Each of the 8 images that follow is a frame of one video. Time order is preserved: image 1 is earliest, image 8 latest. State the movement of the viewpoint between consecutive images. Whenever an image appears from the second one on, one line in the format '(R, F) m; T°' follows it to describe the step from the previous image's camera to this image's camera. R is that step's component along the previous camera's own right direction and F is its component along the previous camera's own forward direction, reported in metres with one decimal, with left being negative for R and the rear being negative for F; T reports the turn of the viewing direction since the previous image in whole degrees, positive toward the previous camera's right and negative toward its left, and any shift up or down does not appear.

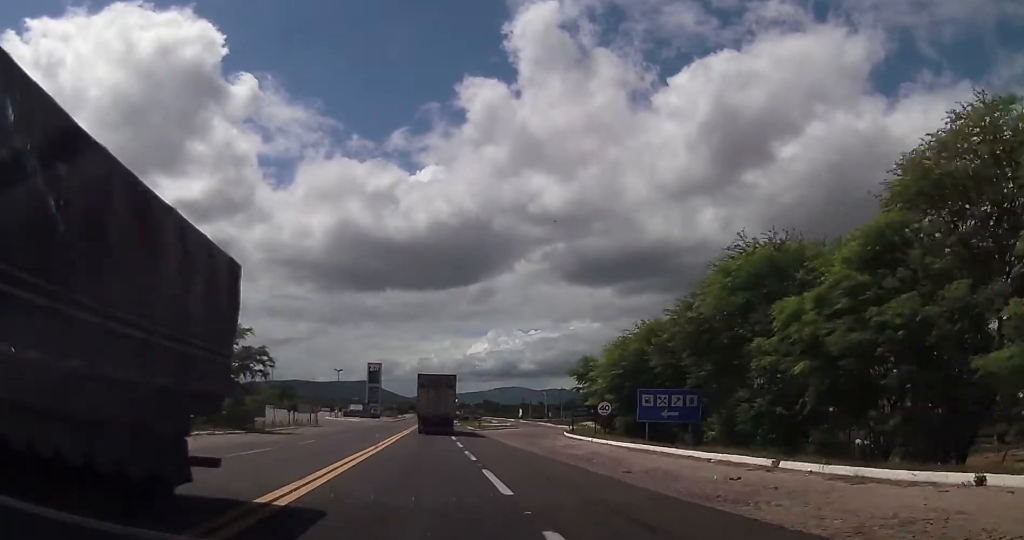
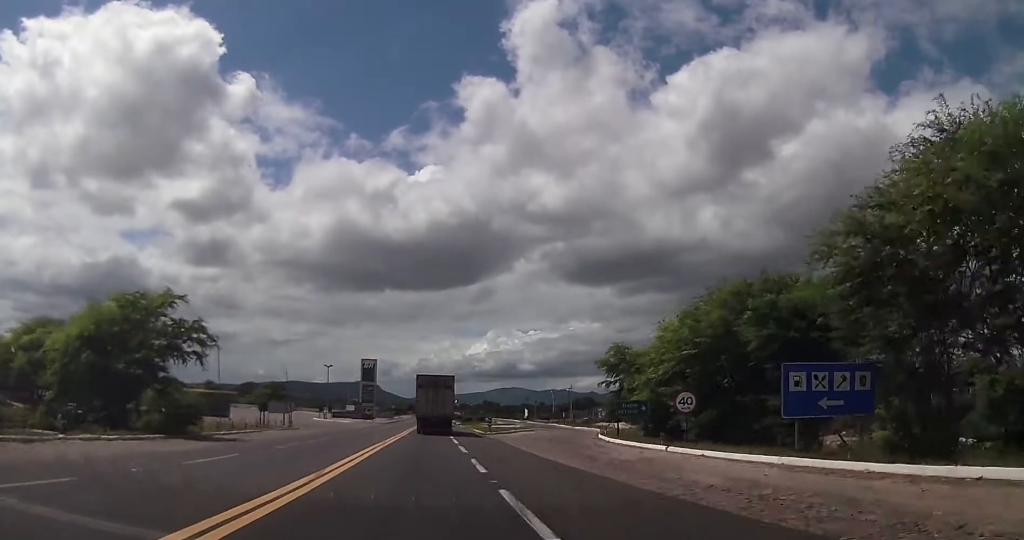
(+0.1, +14.0) m; 0°
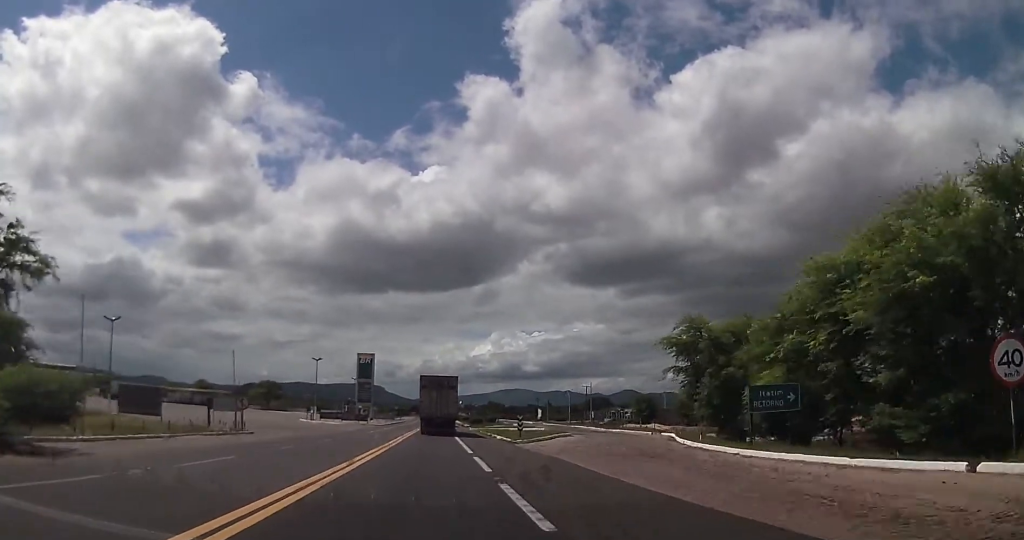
(-0.2, +17.6) m; -1°
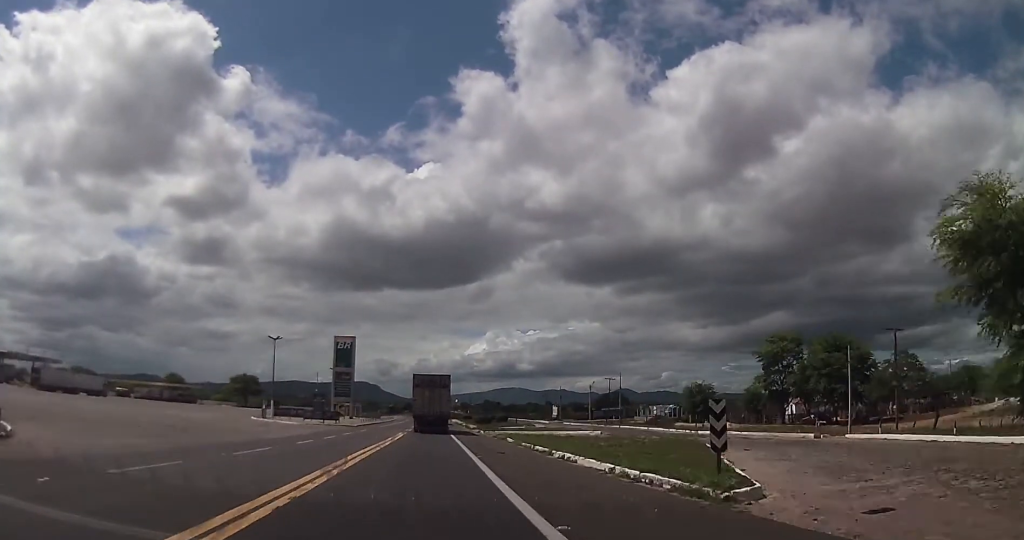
(0.0, +27.6) m; 0°
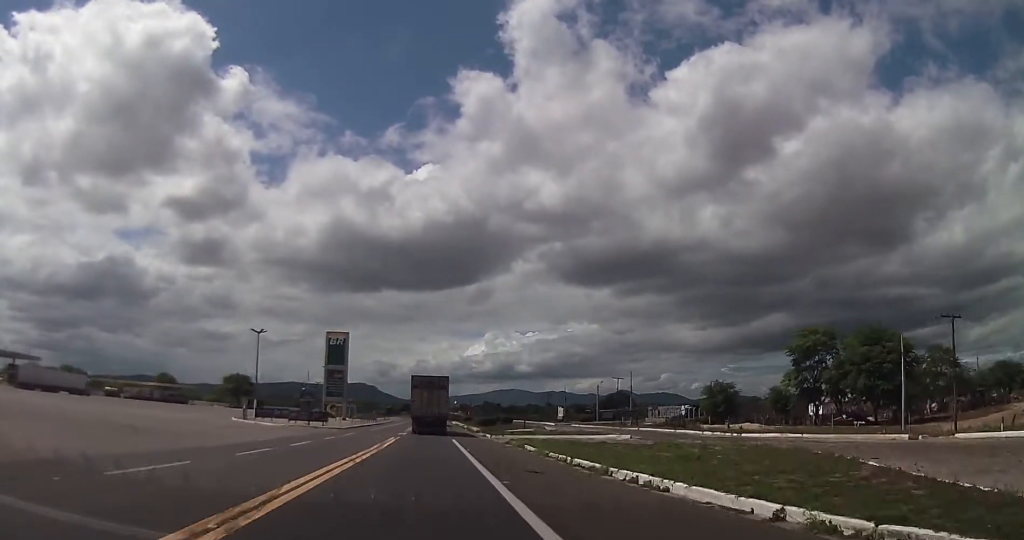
(-0.1, +7.6) m; 0°
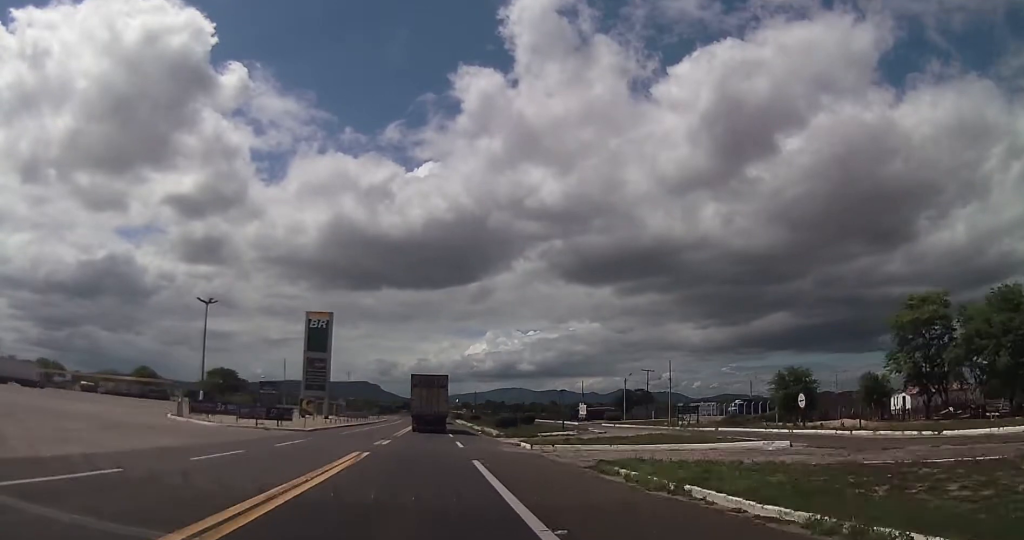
(0.0, +18.2) m; 0°
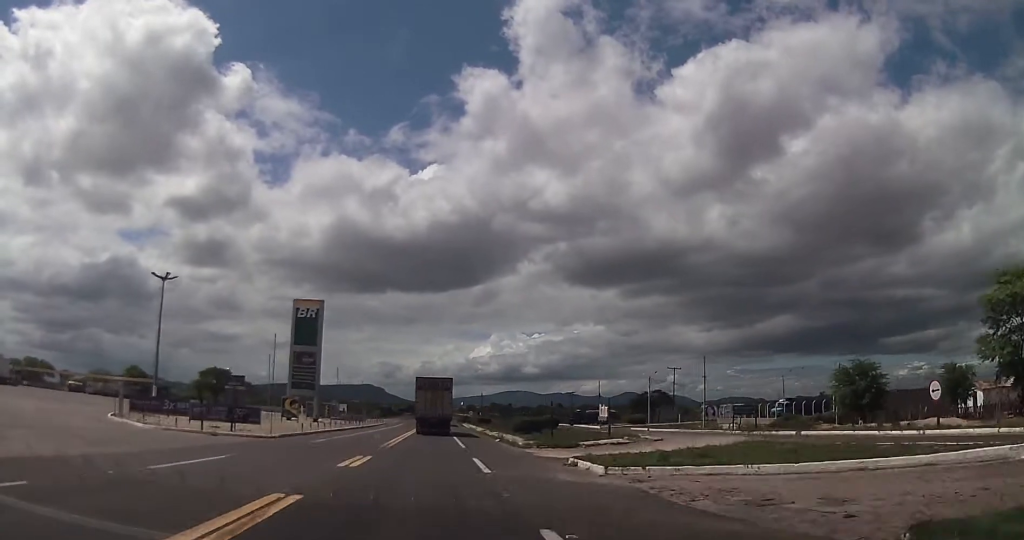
(0.0, +10.2) m; 0°
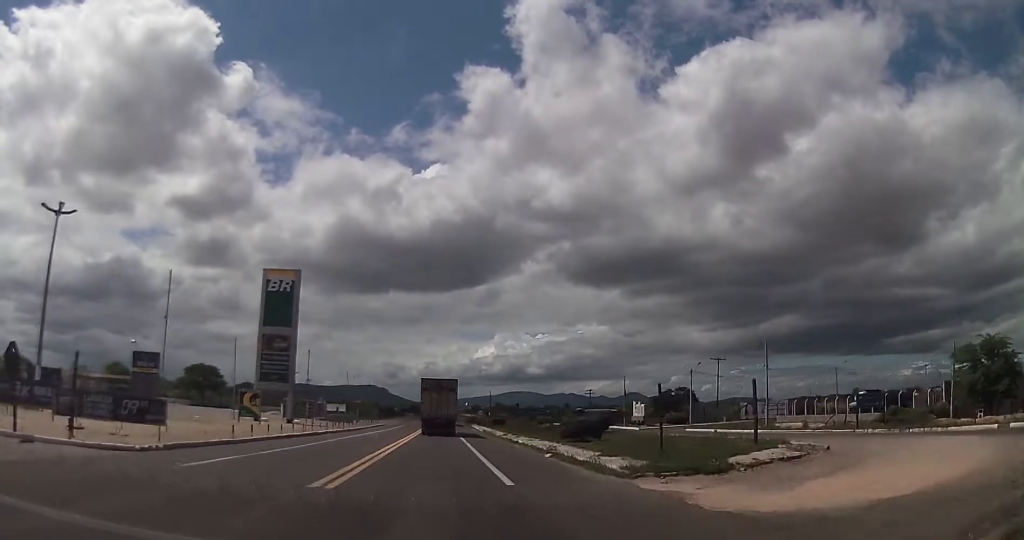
(-0.1, +14.1) m; 0°
